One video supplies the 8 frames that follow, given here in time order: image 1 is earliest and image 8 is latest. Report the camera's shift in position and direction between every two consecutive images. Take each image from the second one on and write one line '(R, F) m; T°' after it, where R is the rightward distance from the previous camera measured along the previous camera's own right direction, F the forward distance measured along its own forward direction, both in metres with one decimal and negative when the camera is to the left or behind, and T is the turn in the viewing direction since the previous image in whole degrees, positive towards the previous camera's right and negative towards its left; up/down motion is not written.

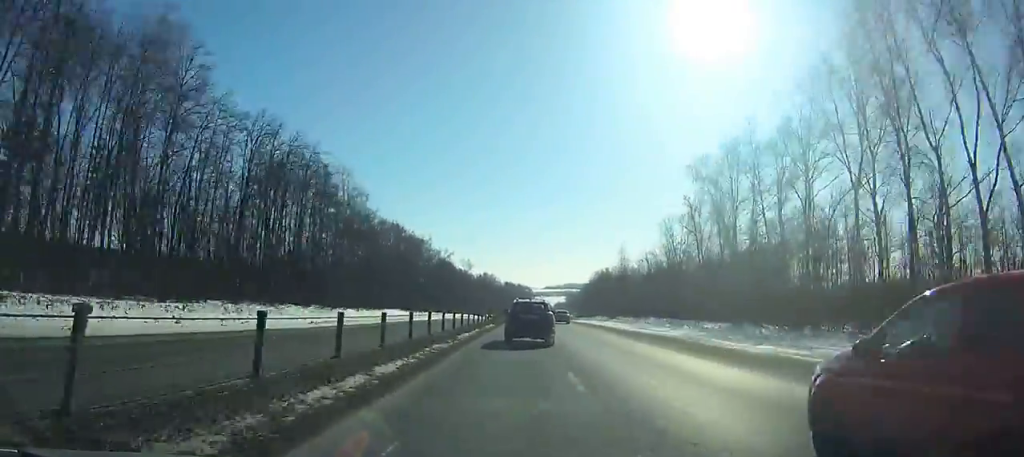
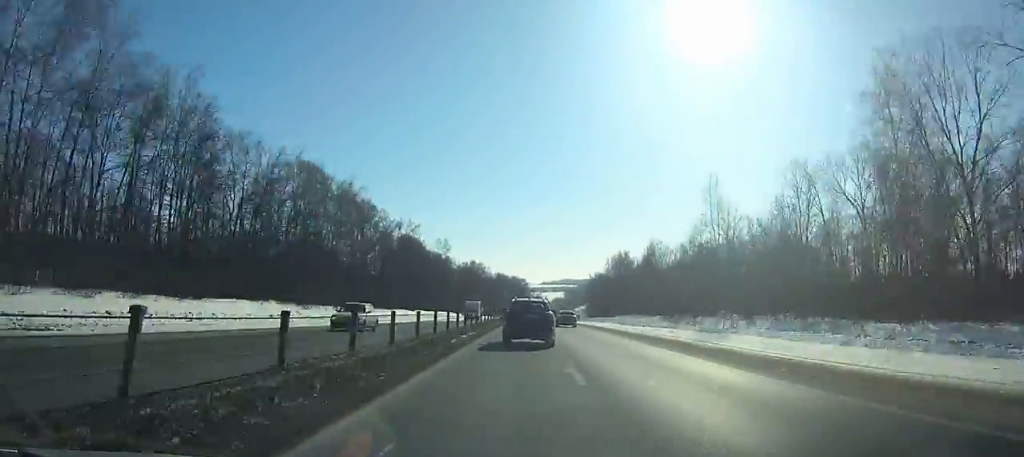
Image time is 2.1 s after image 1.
(+0.3, +59.1) m; +1°
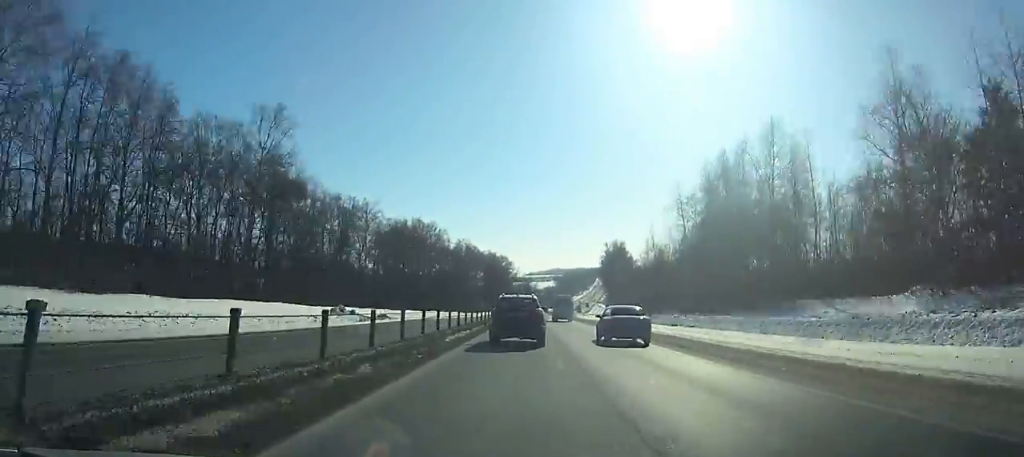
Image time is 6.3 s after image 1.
(+1.8, +118.2) m; +2°
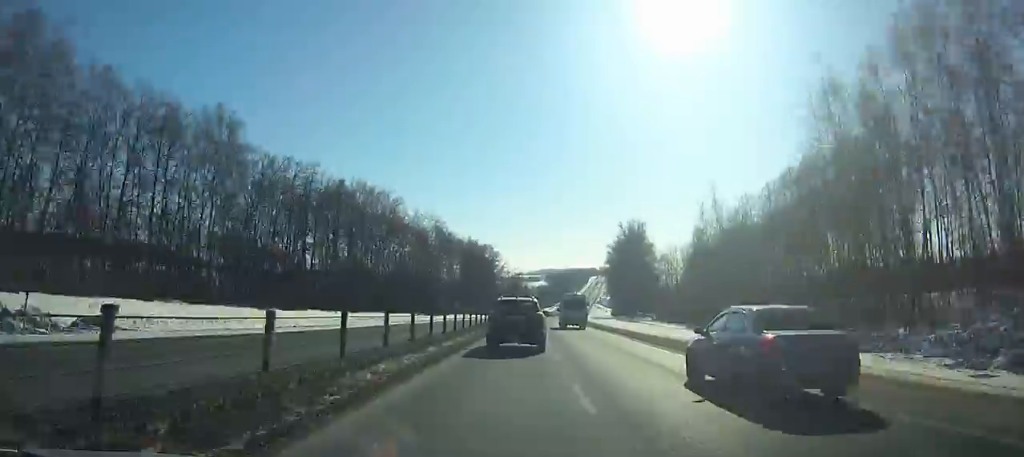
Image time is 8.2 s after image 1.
(+0.4, +53.4) m; +1°
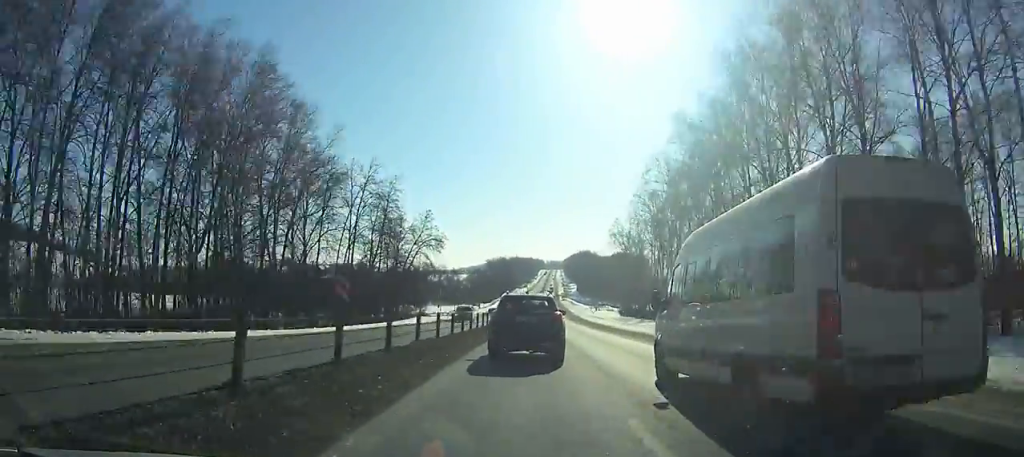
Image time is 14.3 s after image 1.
(+6.6, +170.4) m; +5°
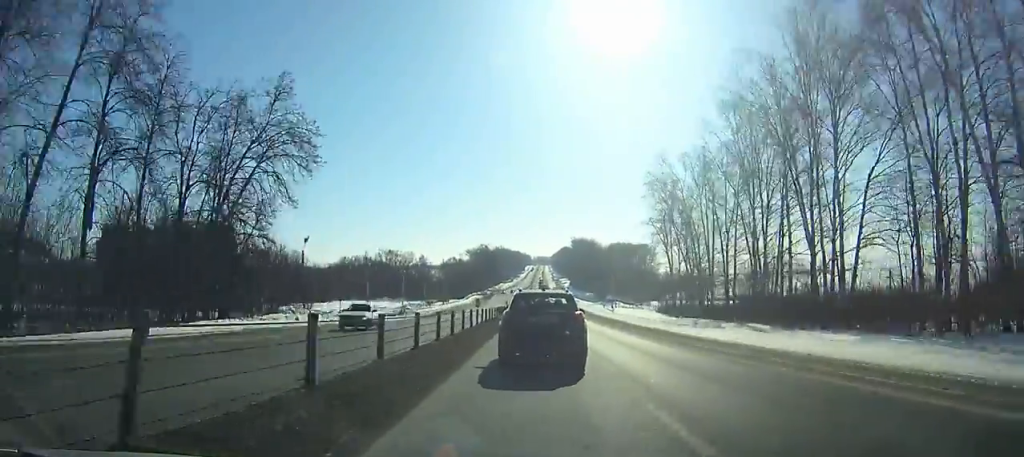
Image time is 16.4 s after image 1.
(+0.7, +58.5) m; +1°
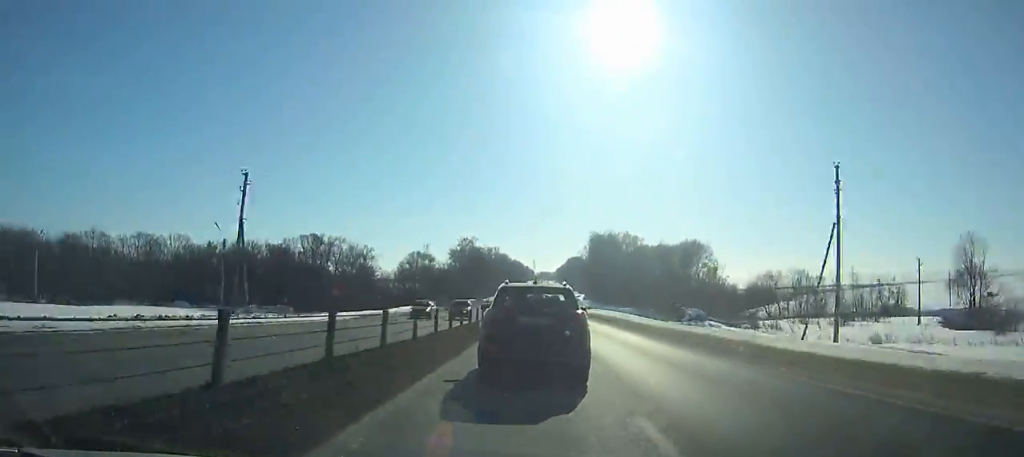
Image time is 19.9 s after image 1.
(+1.2, +96.2) m; +1°
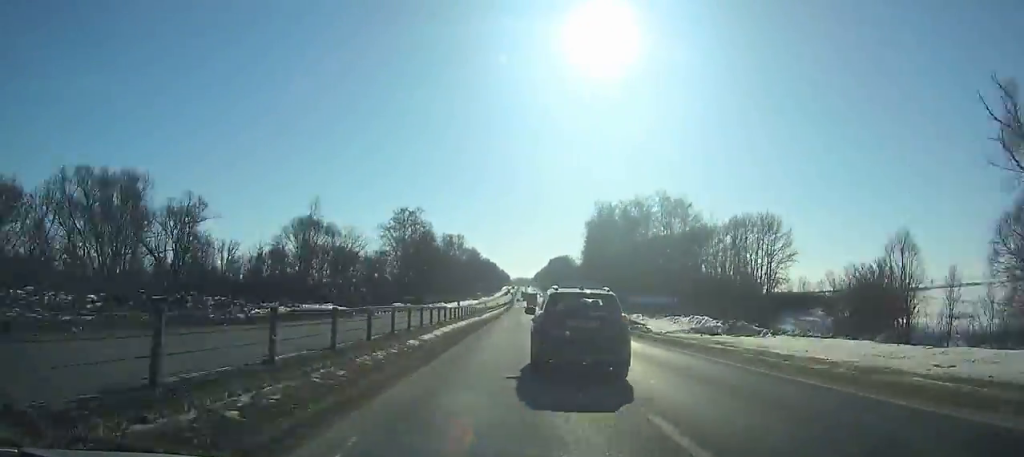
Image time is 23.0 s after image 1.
(+0.6, +83.4) m; +1°
